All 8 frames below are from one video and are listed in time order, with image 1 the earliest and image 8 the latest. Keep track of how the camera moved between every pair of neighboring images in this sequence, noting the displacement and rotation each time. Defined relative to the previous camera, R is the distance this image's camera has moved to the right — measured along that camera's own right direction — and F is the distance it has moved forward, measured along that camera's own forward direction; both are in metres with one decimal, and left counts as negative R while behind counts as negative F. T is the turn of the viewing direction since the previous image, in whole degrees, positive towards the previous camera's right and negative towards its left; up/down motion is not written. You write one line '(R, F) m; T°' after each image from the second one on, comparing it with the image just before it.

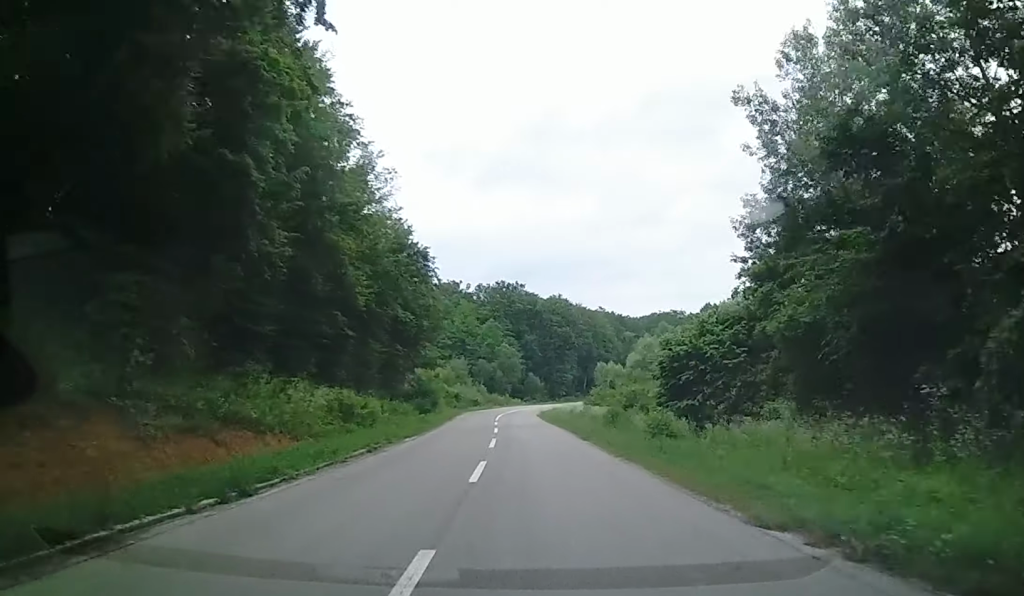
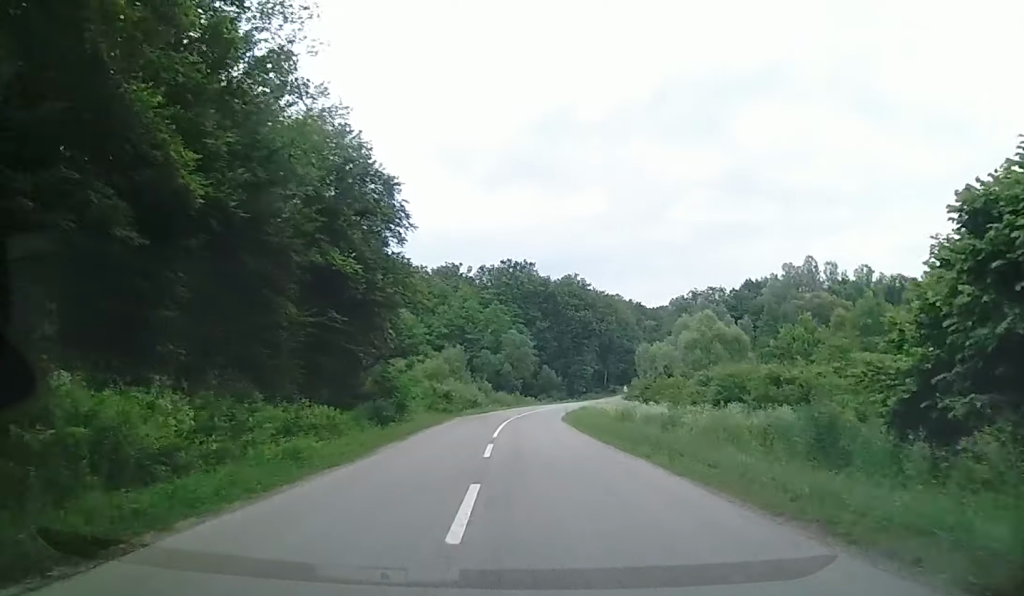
(-0.4, +21.5) m; -2°
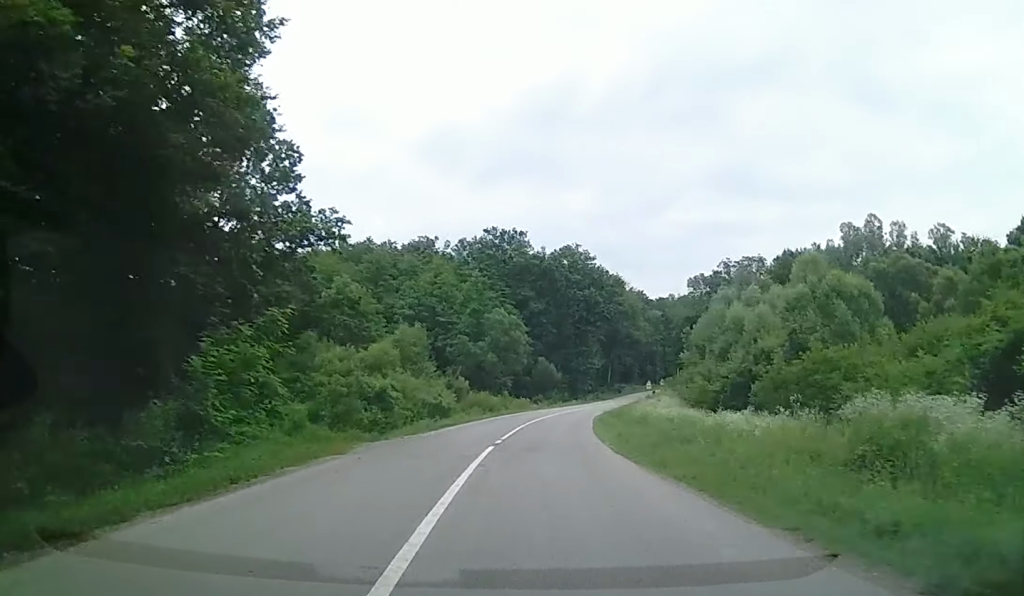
(0.0, +24.7) m; +1°
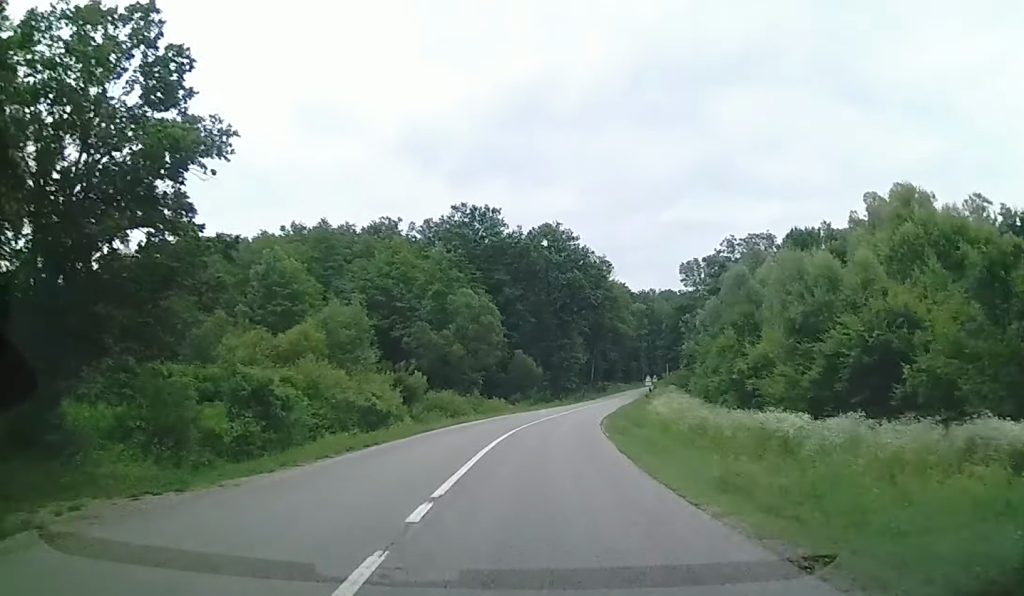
(-0.2, +13.3) m; +4°
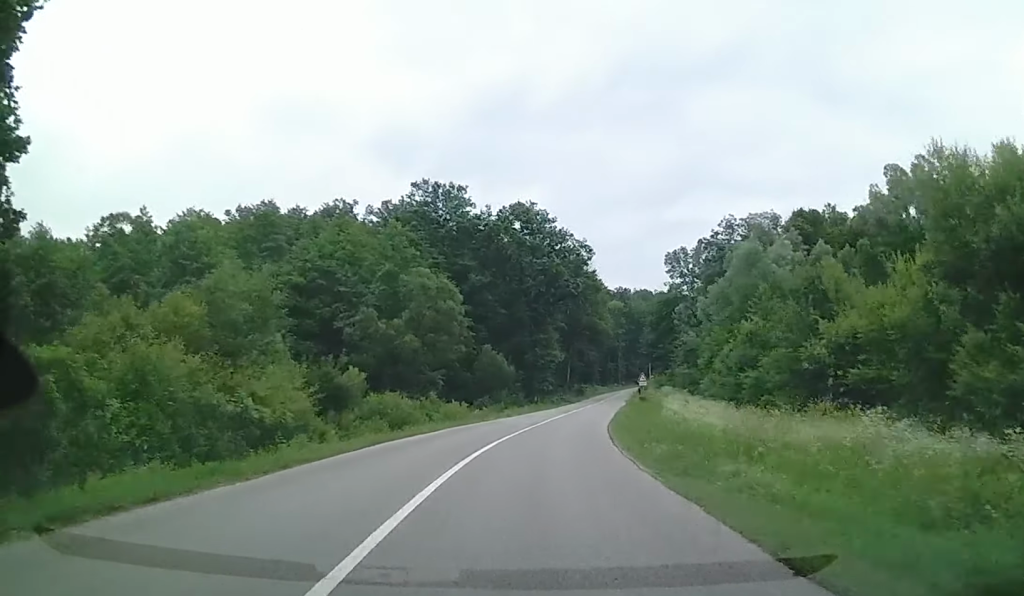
(+0.8, +11.2) m; +3°
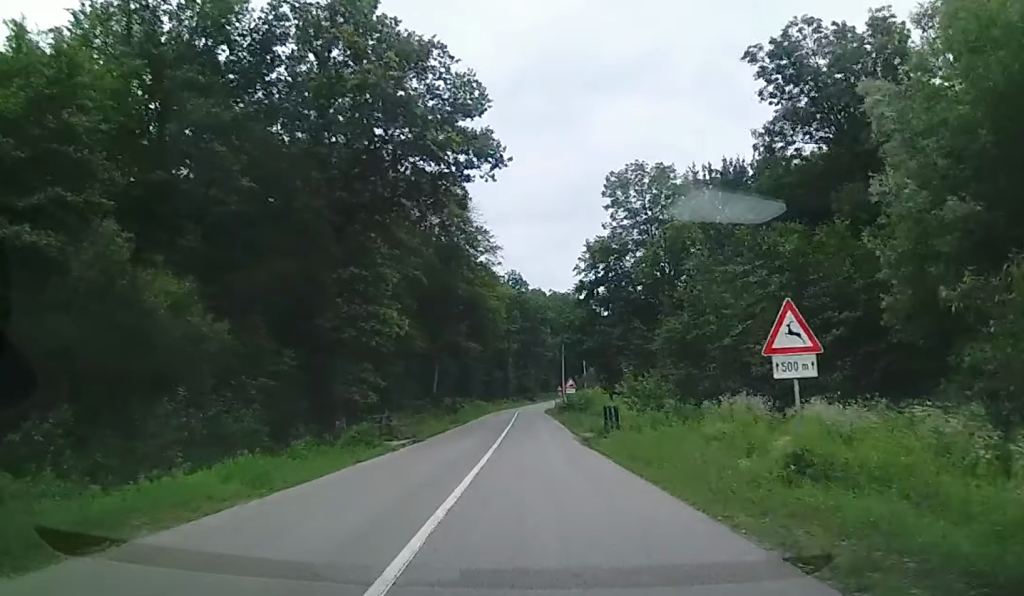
(+4.1, +47.5) m; +9°
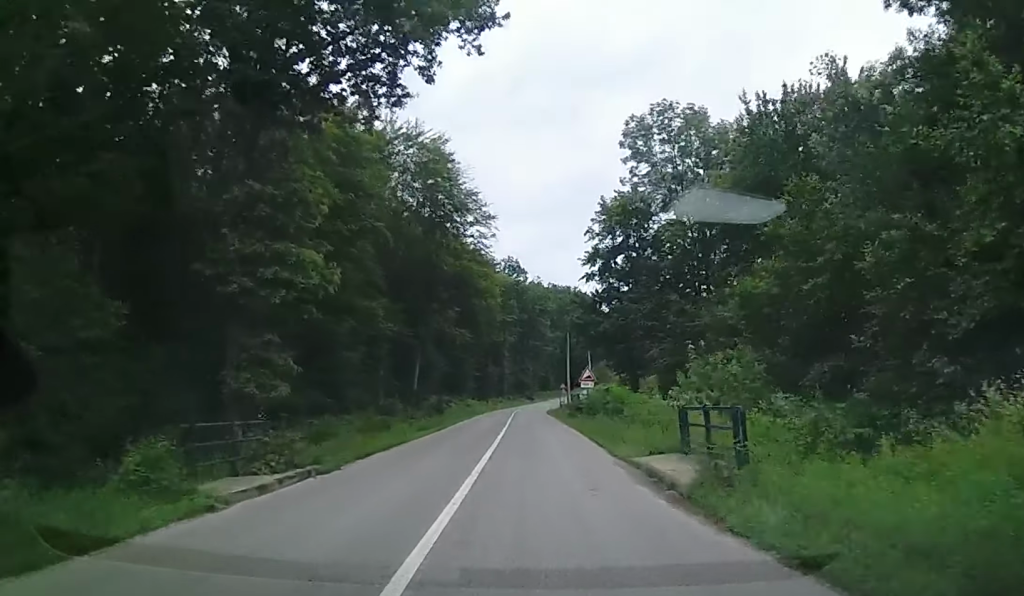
(-0.1, +13.2) m; 0°
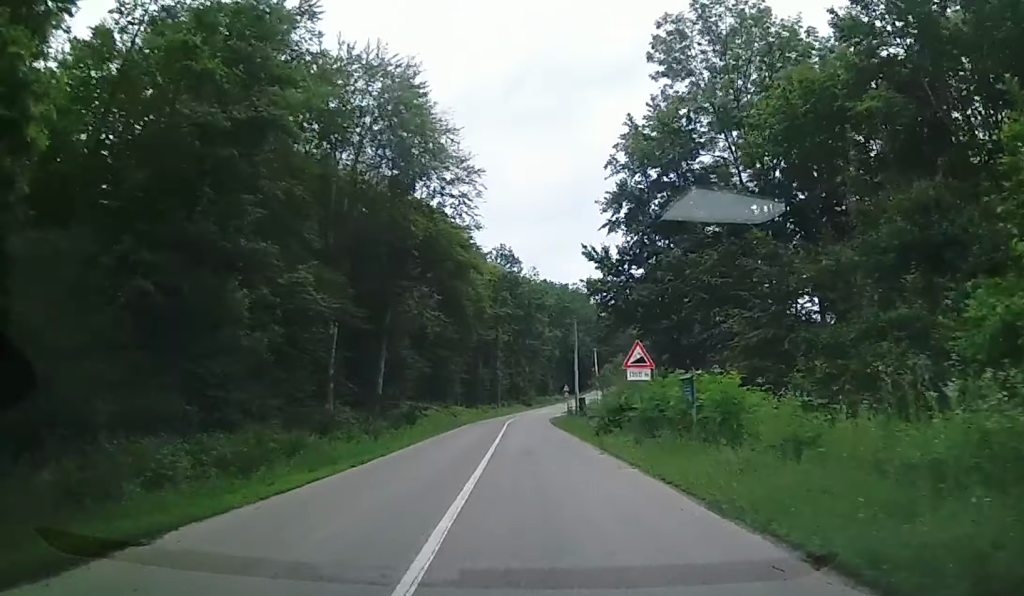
(+0.1, +15.1) m; +1°
